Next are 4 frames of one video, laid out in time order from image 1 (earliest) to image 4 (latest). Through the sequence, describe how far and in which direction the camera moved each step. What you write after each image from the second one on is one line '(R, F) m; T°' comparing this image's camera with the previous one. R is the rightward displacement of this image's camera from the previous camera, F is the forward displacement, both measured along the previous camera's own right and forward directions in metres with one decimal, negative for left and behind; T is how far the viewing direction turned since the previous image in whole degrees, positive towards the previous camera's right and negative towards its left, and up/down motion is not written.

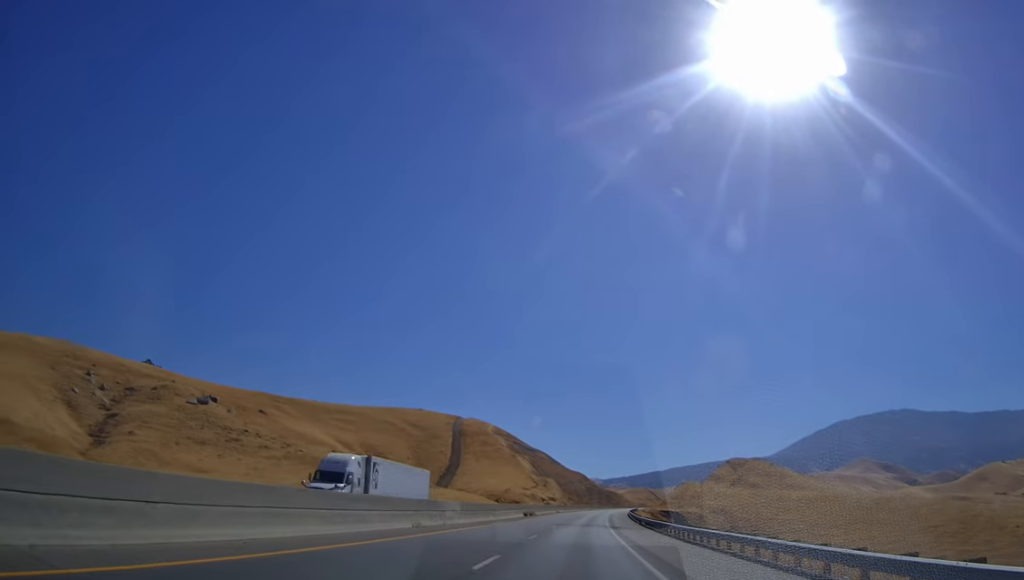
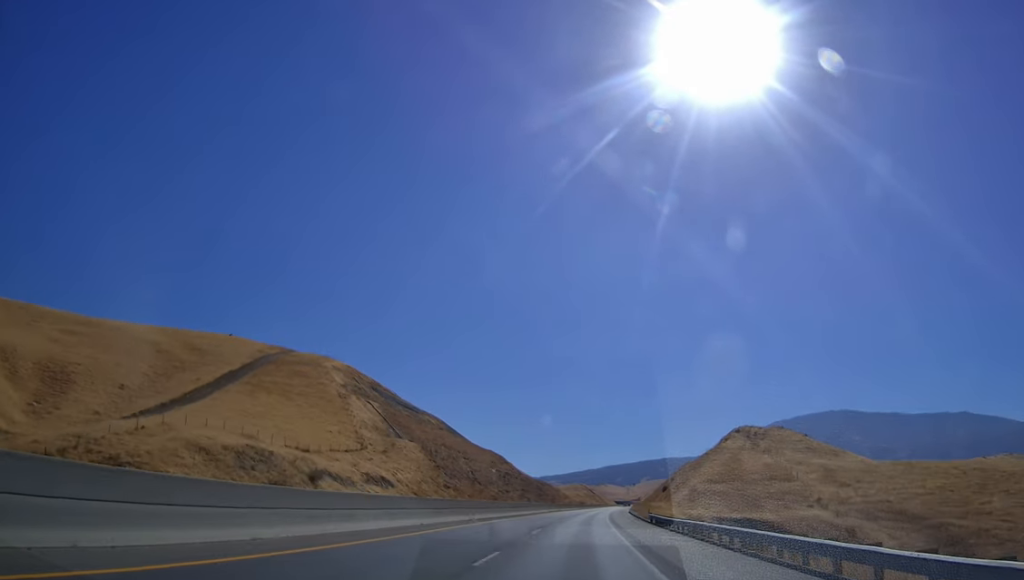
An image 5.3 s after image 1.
(+9.5, +167.8) m; +7°
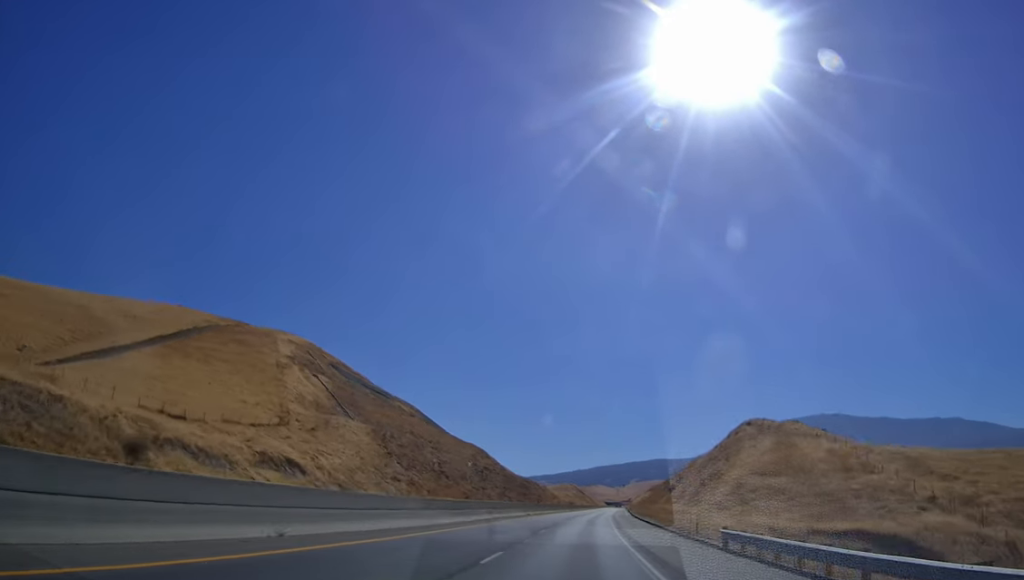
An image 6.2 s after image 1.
(+0.2, +28.3) m; +1°
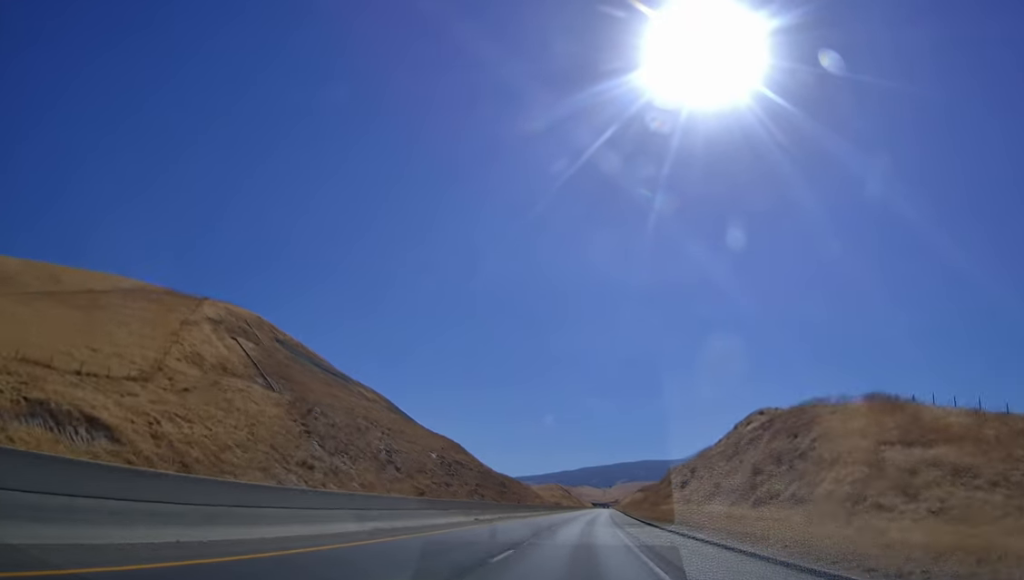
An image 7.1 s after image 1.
(-0.2, +28.1) m; +1°
